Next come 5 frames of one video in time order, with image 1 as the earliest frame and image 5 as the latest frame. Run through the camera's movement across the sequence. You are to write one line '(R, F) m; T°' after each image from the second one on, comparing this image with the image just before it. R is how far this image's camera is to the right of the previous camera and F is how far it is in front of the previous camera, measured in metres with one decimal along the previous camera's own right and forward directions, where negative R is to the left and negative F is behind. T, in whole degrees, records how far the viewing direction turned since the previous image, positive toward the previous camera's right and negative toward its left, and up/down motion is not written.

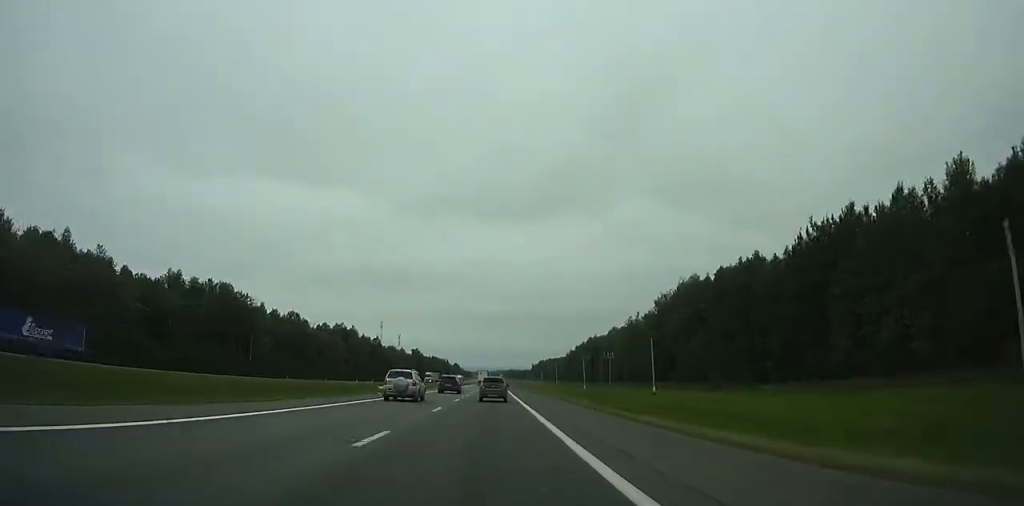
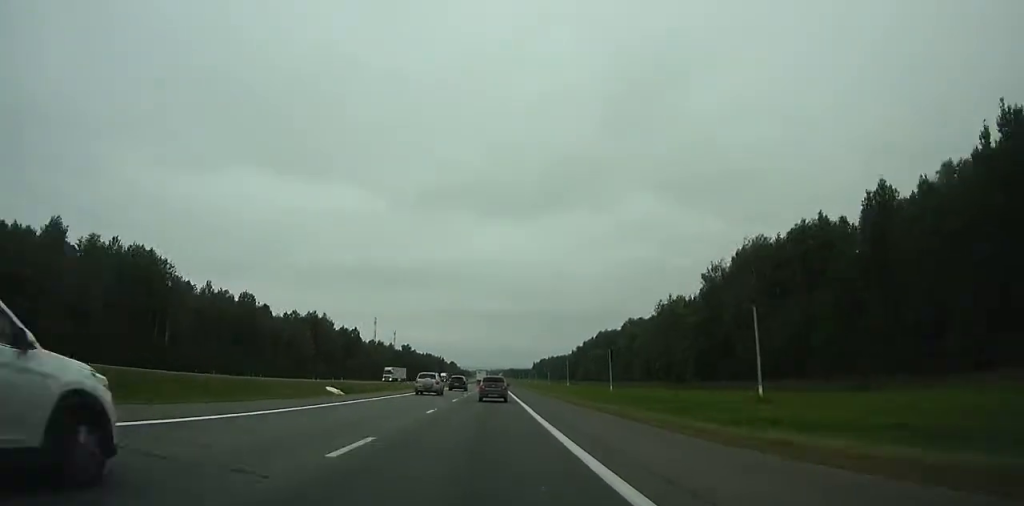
(0.0, +37.2) m; 0°
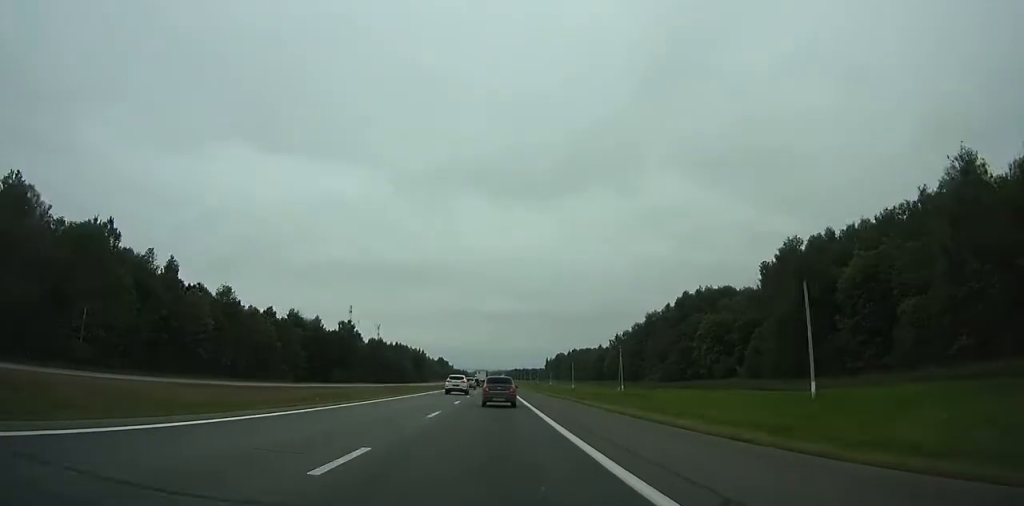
(0.0, +146.2) m; 0°
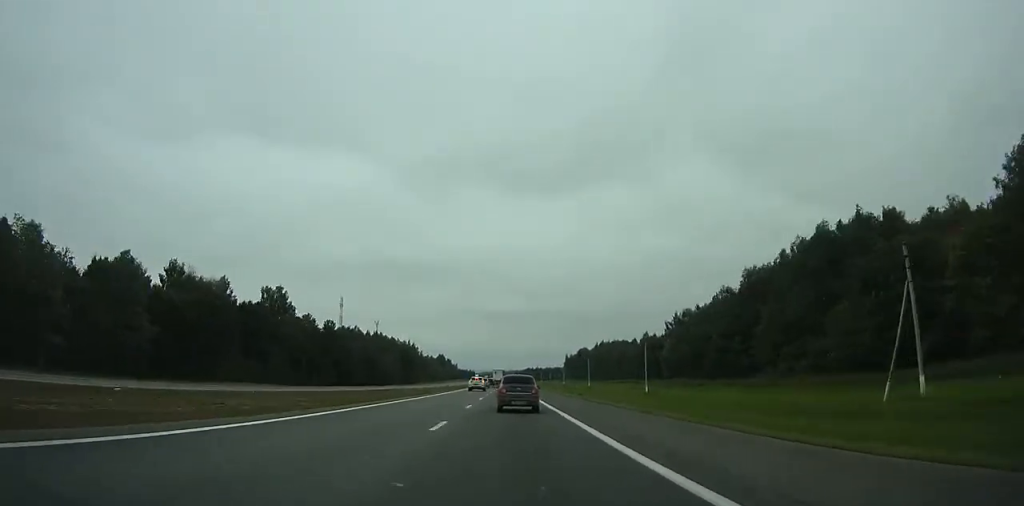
(-0.2, +78.0) m; -1°
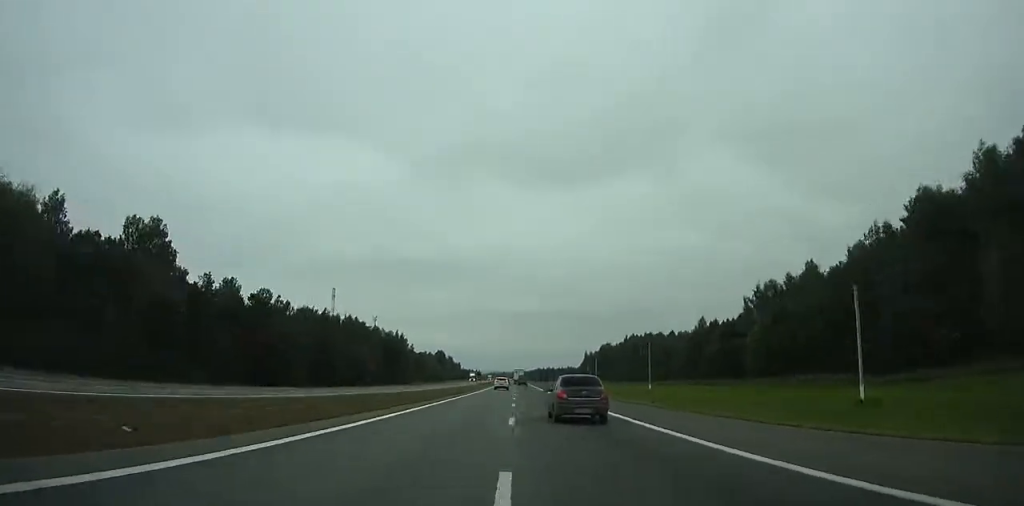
(-0.1, +56.7) m; 0°
